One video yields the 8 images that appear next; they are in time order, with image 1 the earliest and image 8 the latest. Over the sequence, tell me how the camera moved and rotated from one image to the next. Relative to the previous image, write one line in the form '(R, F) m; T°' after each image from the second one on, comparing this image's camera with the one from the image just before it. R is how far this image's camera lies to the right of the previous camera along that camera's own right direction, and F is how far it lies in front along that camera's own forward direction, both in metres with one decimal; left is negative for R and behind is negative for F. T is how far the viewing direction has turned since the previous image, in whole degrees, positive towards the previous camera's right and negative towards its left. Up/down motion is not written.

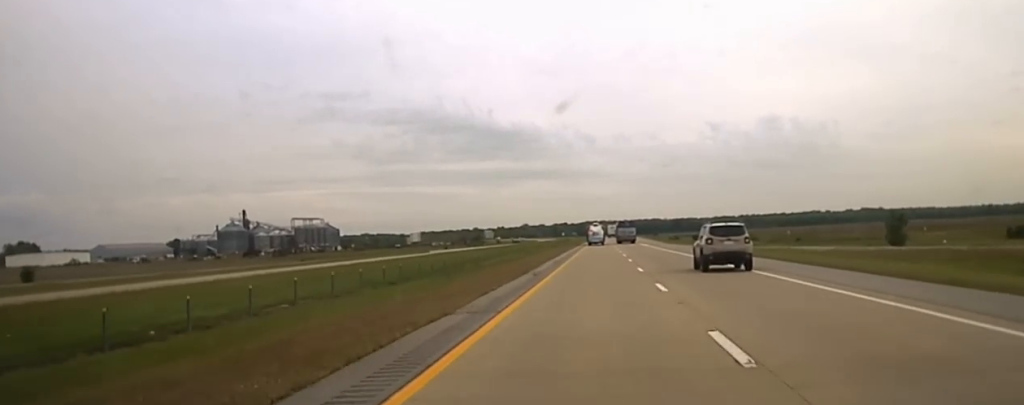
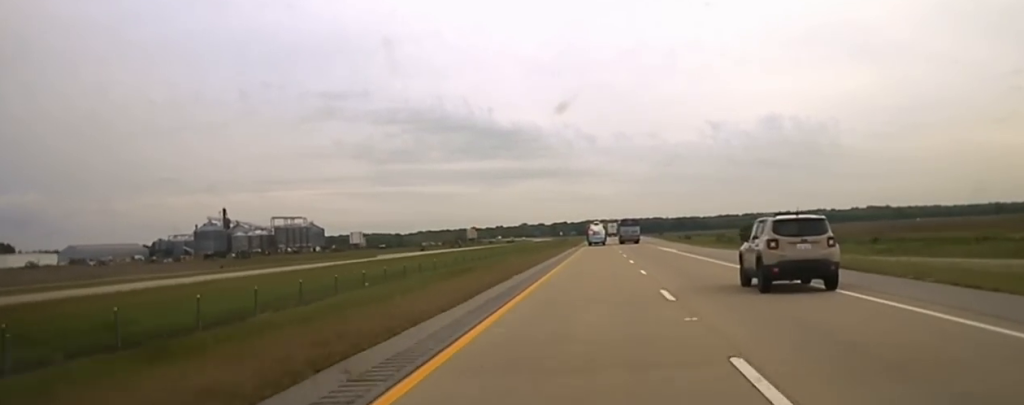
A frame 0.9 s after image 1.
(0.0, +36.8) m; 0°
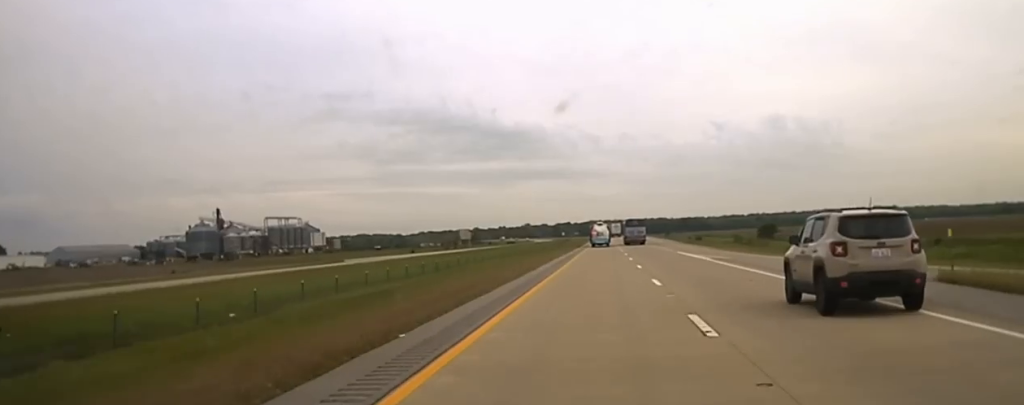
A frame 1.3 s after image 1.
(0.0, +17.2) m; 0°
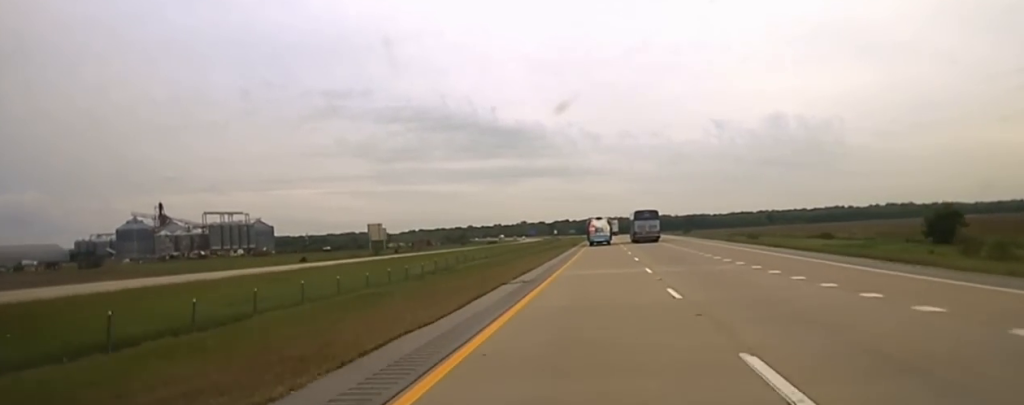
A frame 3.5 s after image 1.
(0.0, +90.3) m; 0°
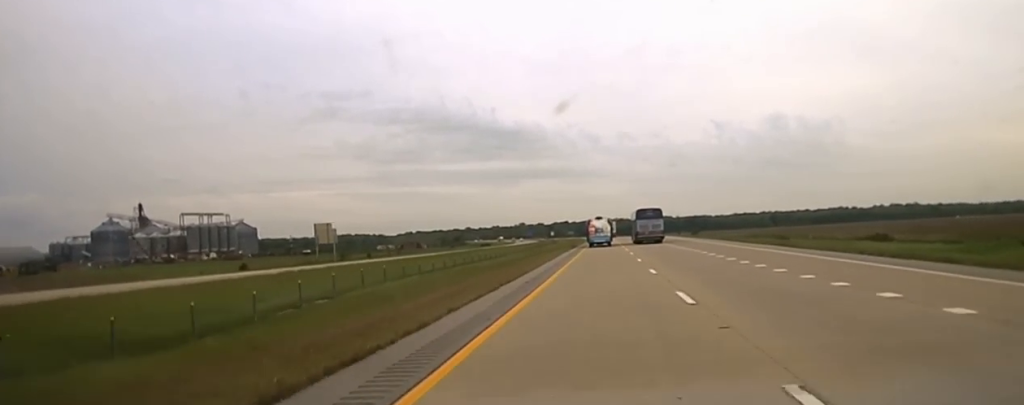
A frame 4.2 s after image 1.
(0.0, +28.2) m; 0°
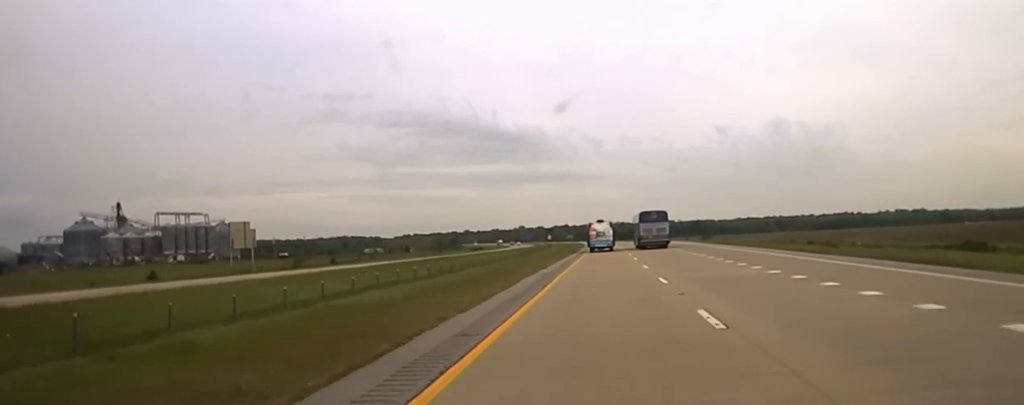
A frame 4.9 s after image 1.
(0.0, +30.5) m; 0°
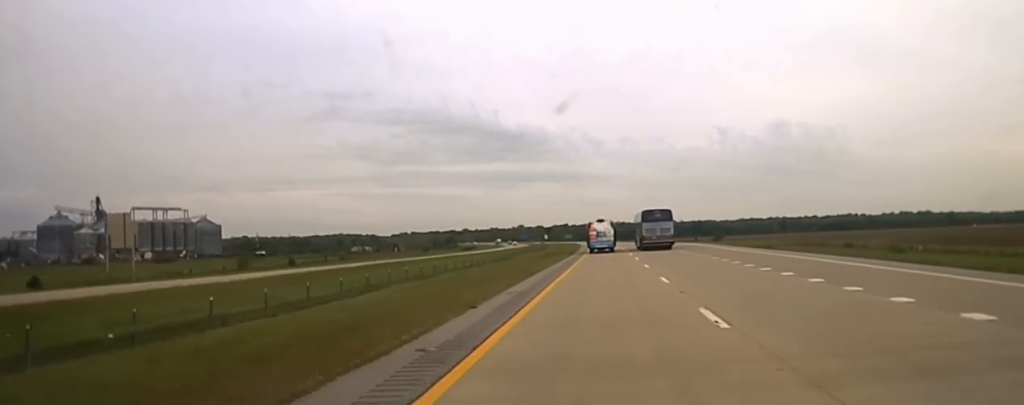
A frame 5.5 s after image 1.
(0.0, +27.9) m; 0°
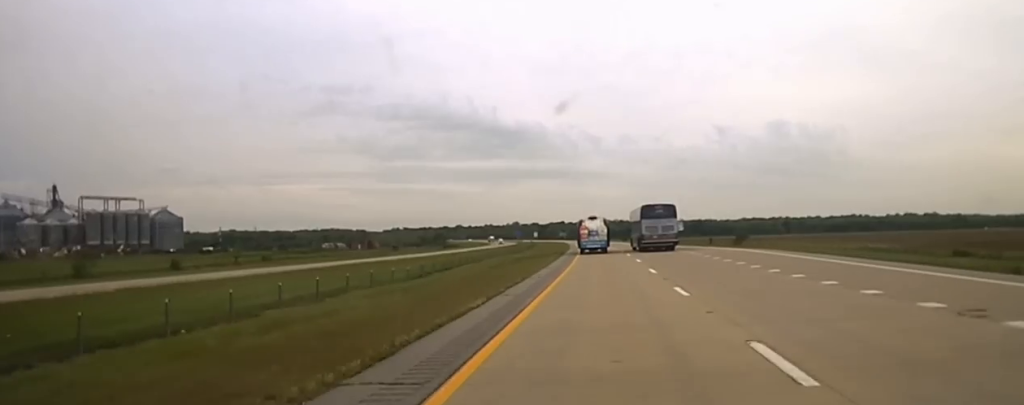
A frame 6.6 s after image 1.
(0.0, +45.4) m; 0°
